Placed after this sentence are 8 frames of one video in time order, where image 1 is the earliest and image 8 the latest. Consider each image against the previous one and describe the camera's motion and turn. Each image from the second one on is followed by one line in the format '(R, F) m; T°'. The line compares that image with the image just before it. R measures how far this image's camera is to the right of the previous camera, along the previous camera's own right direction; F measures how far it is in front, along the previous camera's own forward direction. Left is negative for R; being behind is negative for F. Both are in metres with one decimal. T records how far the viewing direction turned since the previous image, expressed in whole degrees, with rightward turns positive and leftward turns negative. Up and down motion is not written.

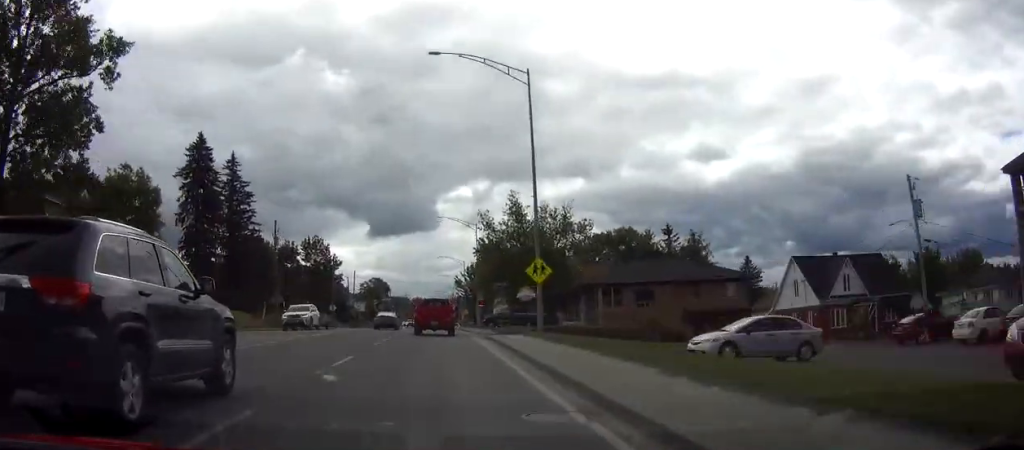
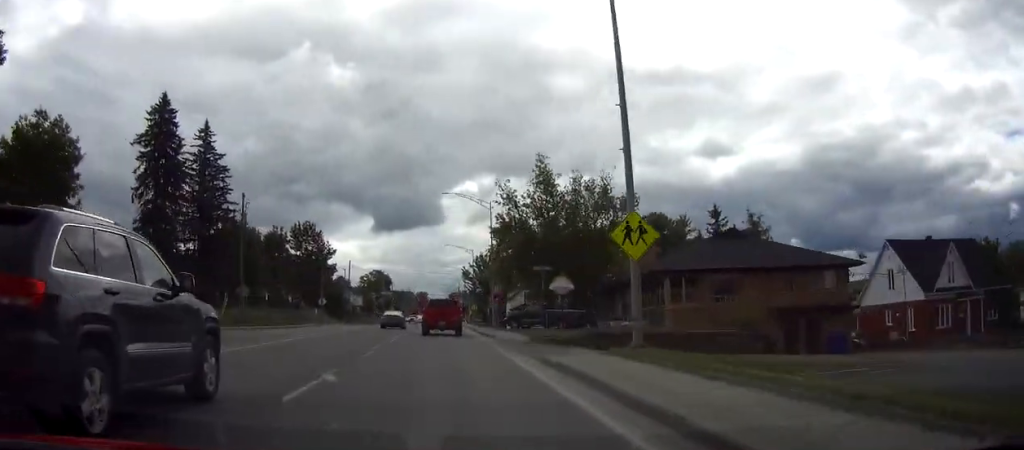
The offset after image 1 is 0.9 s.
(-0.1, +14.0) m; 0°
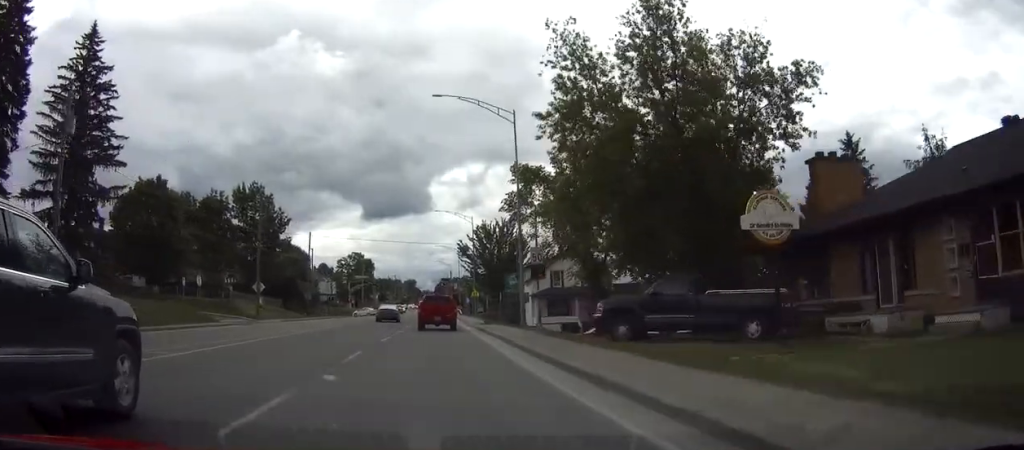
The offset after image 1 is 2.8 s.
(+0.2, +28.8) m; +1°
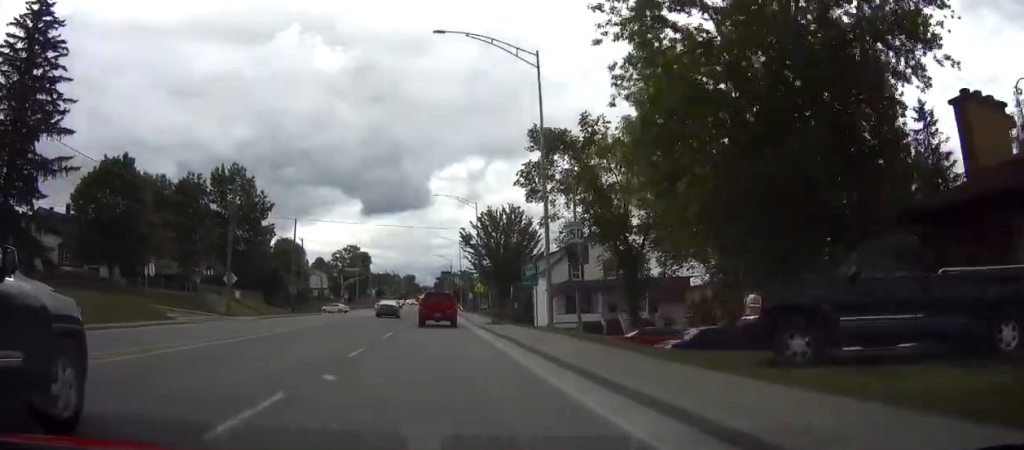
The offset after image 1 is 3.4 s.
(0.0, +9.2) m; 0°
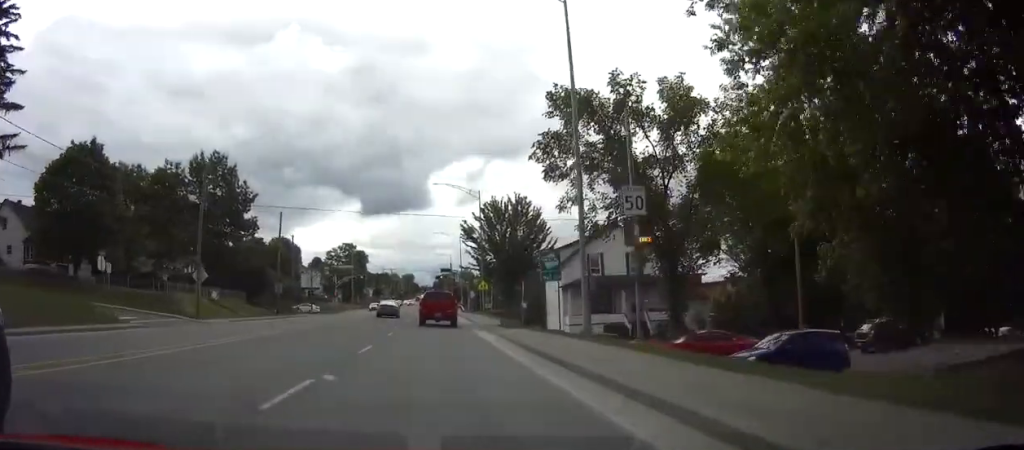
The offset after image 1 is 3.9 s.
(0.0, +7.1) m; 0°
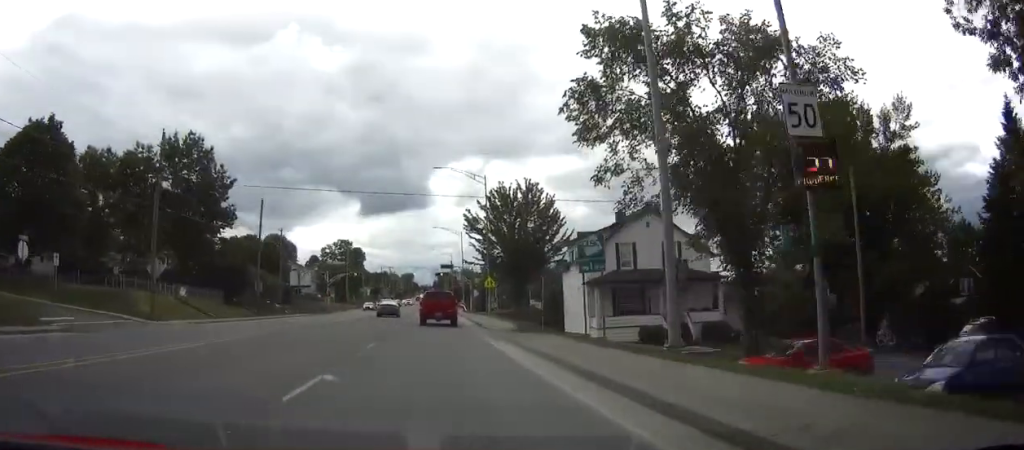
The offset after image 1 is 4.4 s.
(-0.1, +8.2) m; 0°
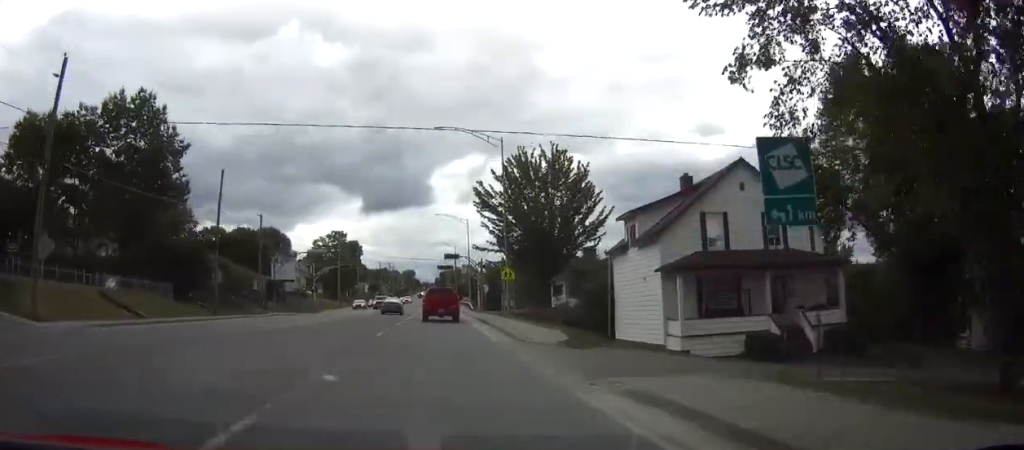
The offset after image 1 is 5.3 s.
(0.0, +13.3) m; 0°
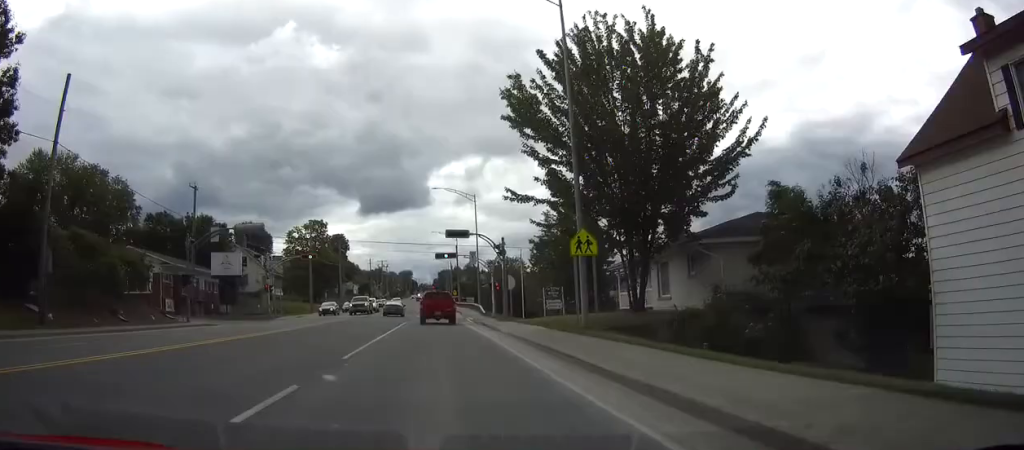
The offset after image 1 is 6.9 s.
(+0.2, +24.4) m; +1°
